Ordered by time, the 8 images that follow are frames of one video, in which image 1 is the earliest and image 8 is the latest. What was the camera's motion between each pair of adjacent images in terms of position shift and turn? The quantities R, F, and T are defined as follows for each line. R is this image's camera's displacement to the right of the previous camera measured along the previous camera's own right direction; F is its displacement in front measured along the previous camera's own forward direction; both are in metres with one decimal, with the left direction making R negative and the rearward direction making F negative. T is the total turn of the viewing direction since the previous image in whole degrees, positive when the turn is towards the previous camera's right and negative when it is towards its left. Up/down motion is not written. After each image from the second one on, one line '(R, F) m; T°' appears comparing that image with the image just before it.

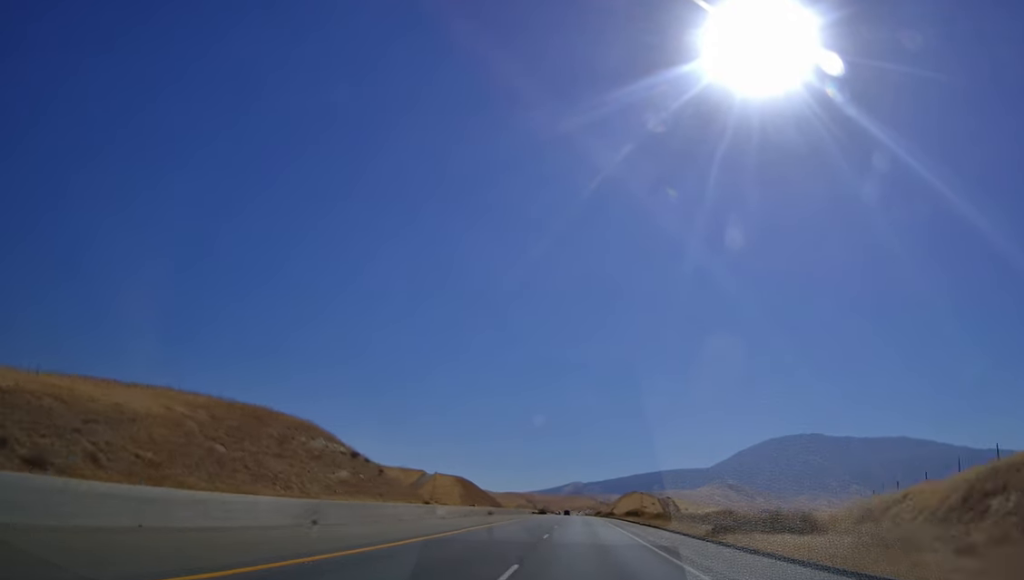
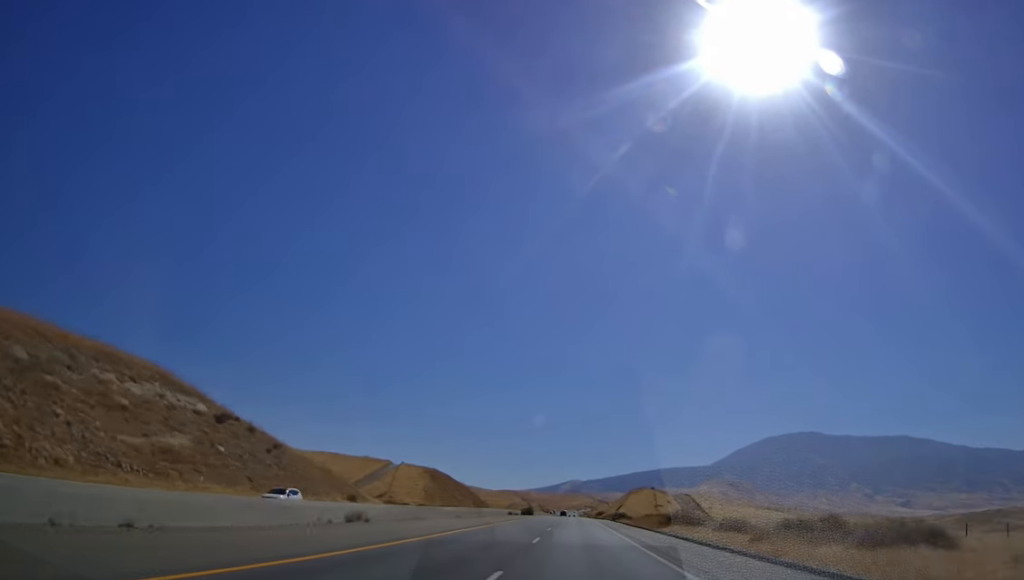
(-0.1, +44.8) m; 0°
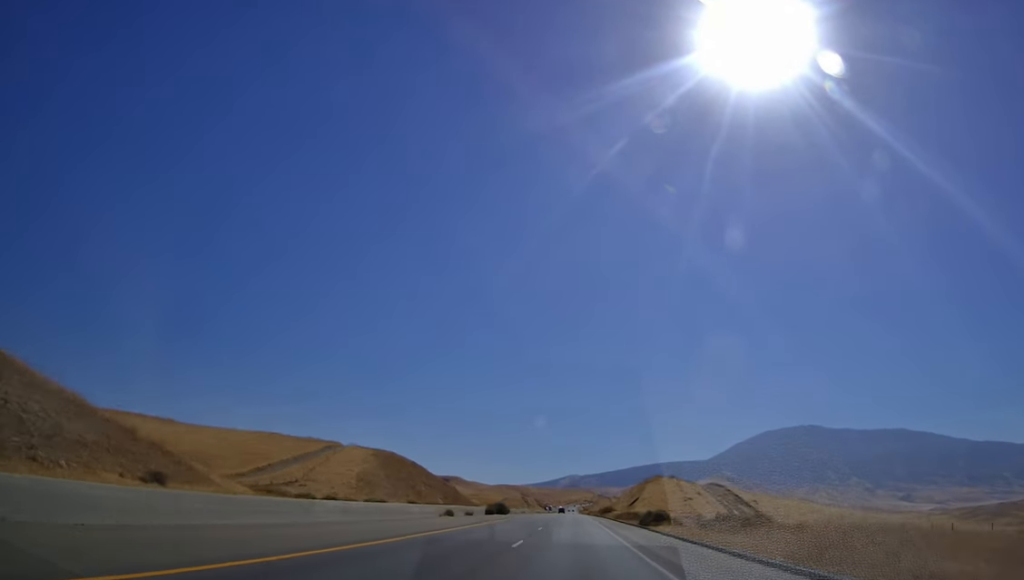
(0.0, +46.9) m; 0°
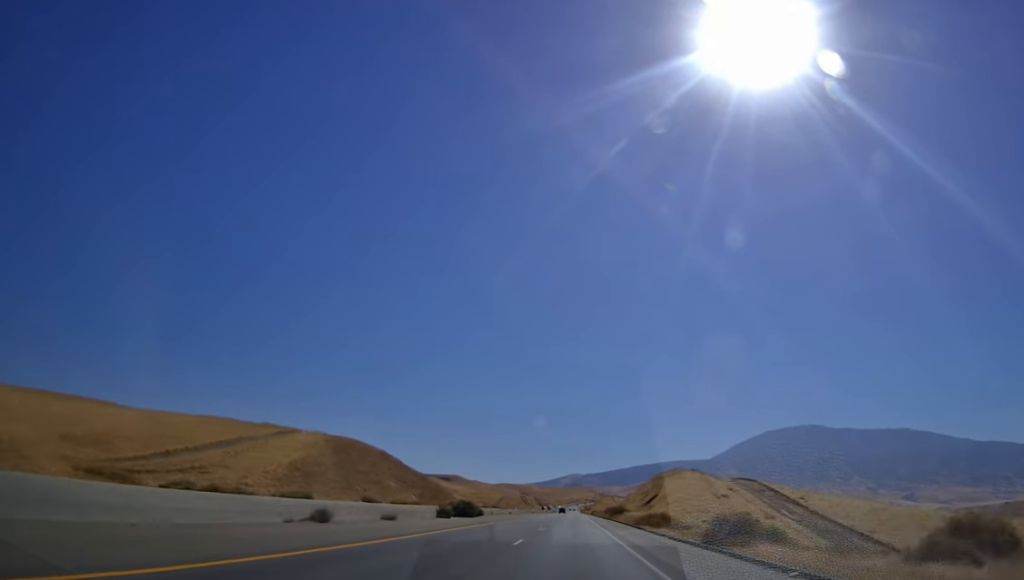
(0.0, +27.7) m; 0°
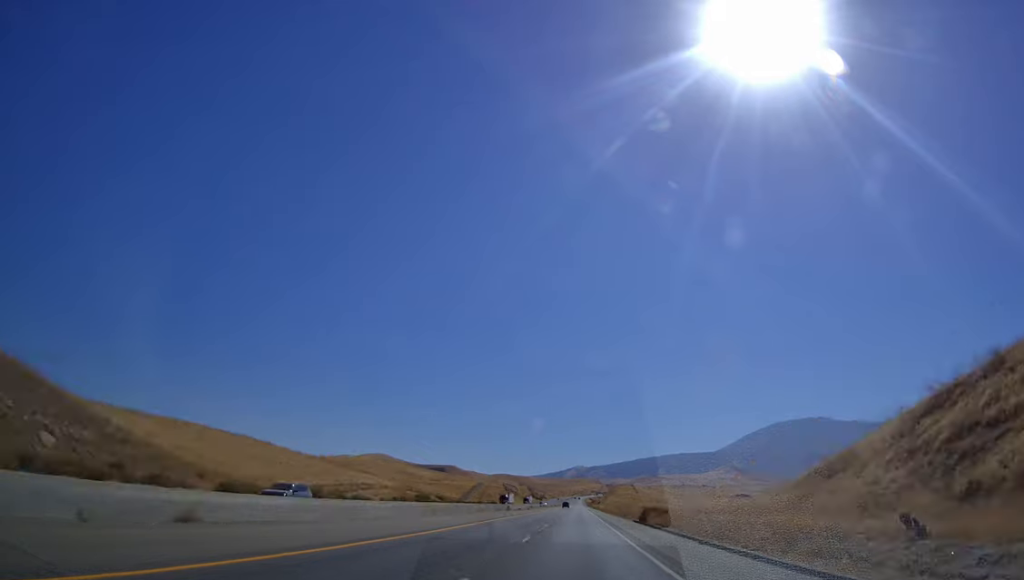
(+0.5, +144.6) m; 0°
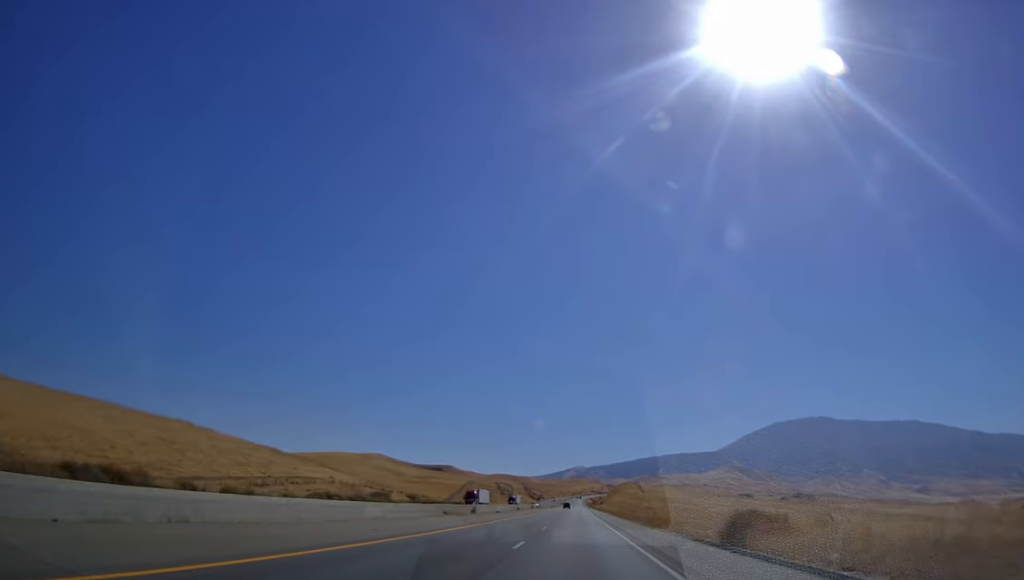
(-0.1, +31.9) m; 0°
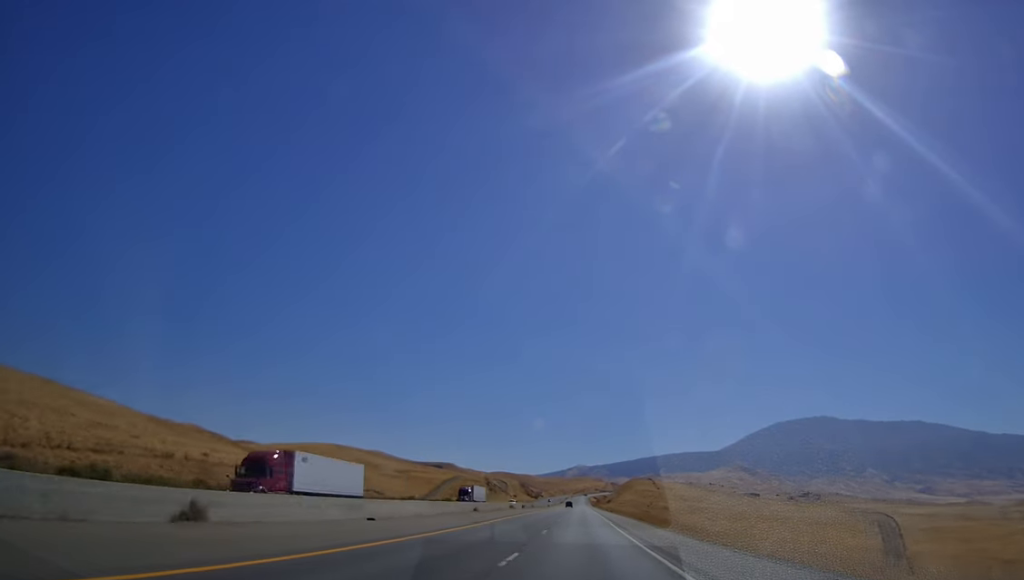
(-0.1, +48.8) m; 0°
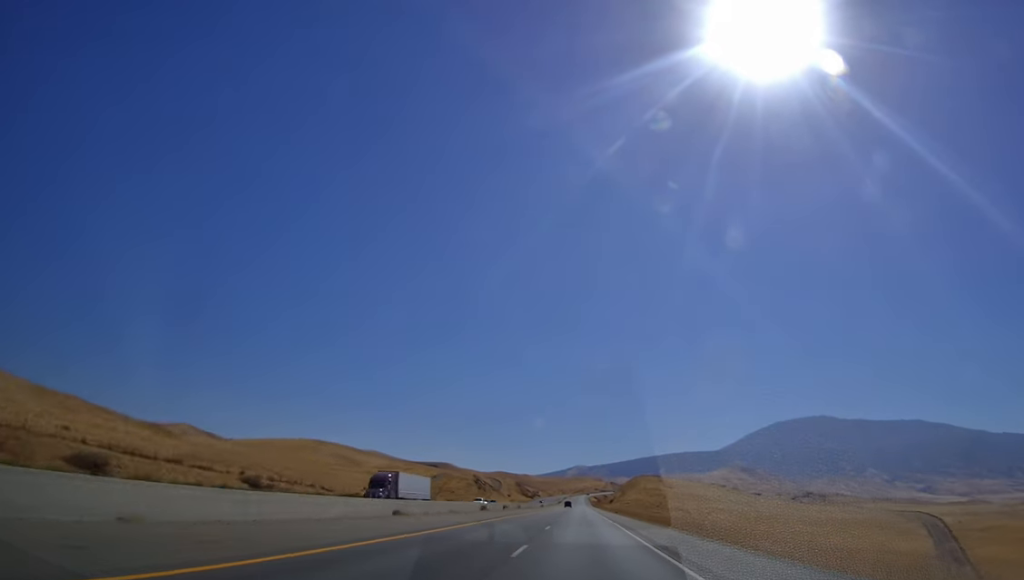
(0.0, +27.6) m; 0°
